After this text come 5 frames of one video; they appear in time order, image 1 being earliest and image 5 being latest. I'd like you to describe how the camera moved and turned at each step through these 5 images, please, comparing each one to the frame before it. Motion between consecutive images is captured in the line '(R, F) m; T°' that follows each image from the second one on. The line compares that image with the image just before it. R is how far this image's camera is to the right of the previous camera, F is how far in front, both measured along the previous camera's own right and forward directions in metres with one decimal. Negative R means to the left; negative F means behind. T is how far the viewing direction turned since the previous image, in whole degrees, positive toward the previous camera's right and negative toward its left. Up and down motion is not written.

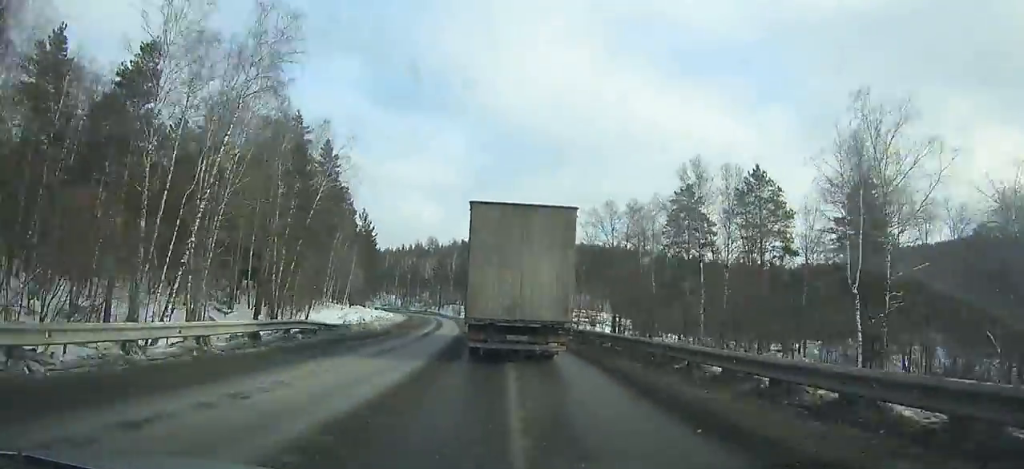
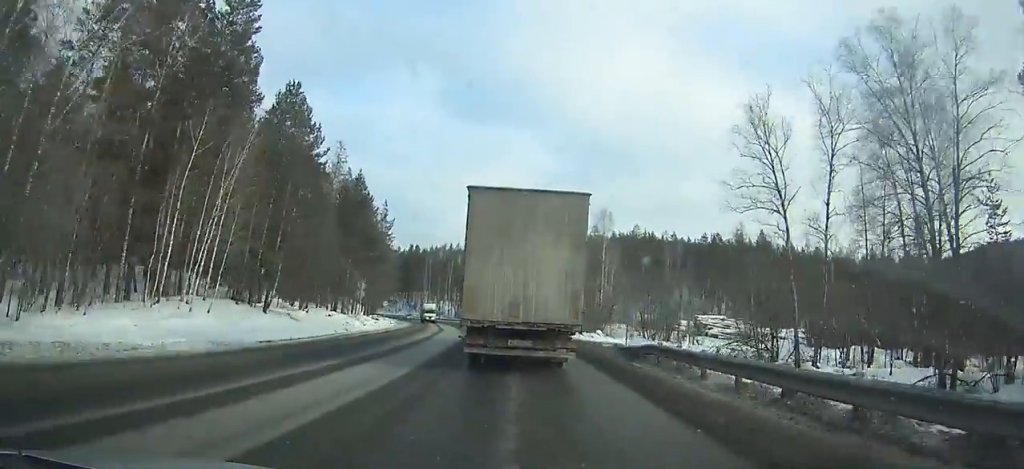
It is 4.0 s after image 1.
(-3.3, +50.6) m; -8°
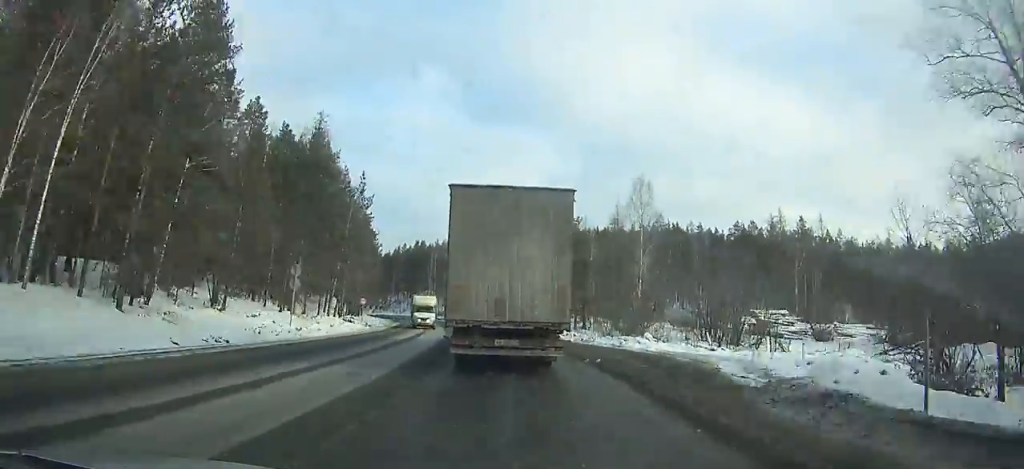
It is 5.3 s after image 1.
(-0.8, +16.6) m; -3°
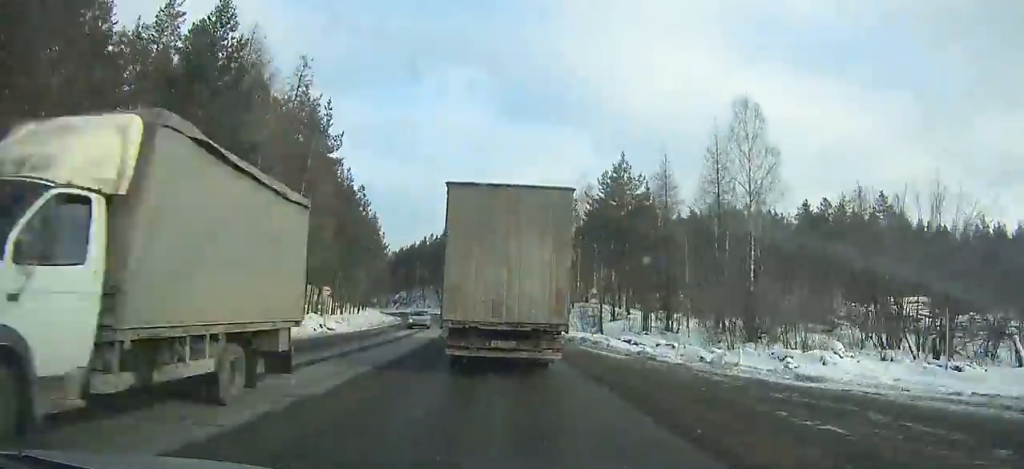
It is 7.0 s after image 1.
(-0.2, +21.8) m; -4°
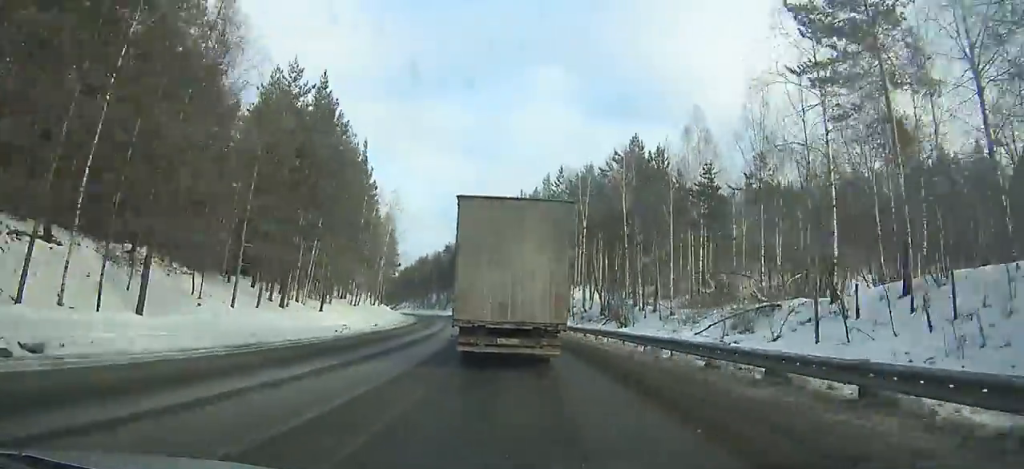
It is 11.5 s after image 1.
(-4.9, +58.8) m; -8°
